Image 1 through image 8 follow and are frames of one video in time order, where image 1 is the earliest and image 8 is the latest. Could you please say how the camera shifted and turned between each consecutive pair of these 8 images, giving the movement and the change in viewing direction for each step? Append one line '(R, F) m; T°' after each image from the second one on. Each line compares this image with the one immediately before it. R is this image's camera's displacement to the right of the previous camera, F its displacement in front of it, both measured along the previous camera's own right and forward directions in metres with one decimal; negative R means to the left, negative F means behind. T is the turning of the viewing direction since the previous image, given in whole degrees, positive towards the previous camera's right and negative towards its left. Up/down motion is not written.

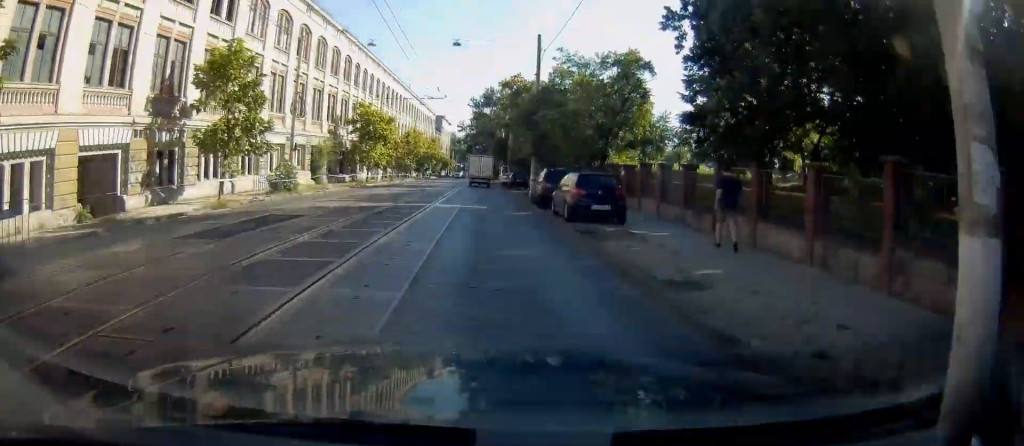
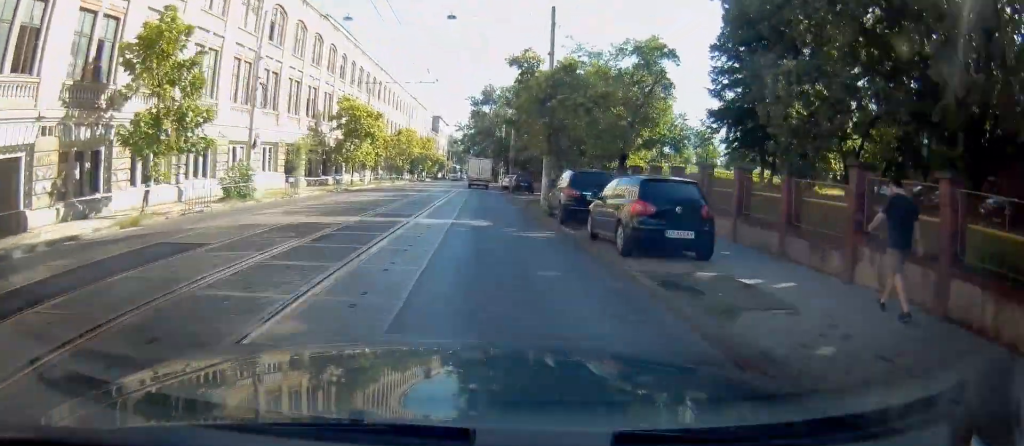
(+0.1, +6.5) m; +1°
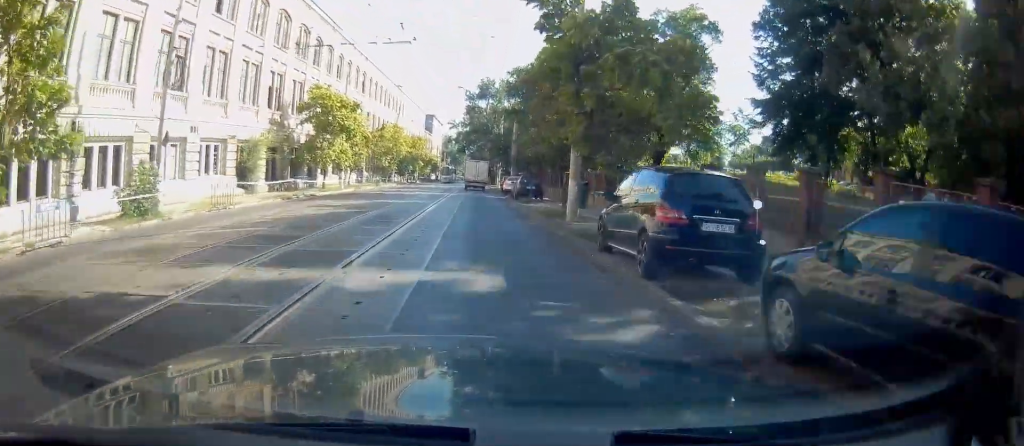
(0.0, +8.6) m; 0°
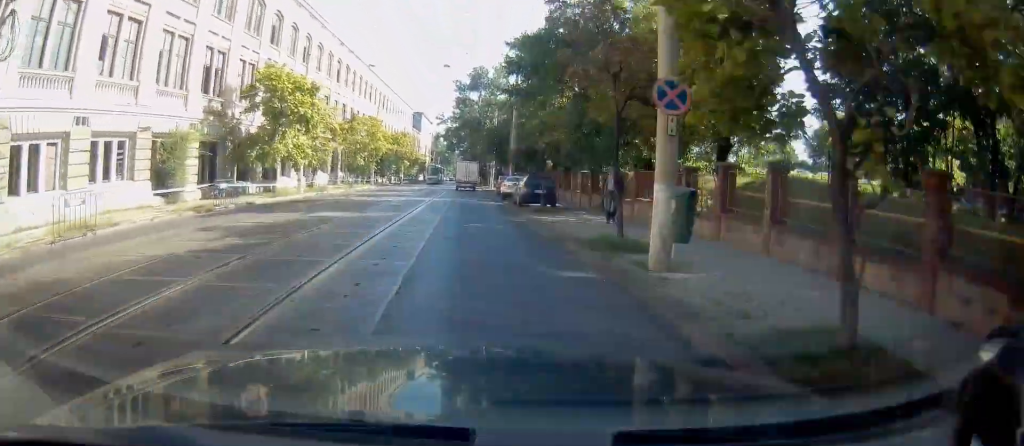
(0.0, +9.3) m; 0°
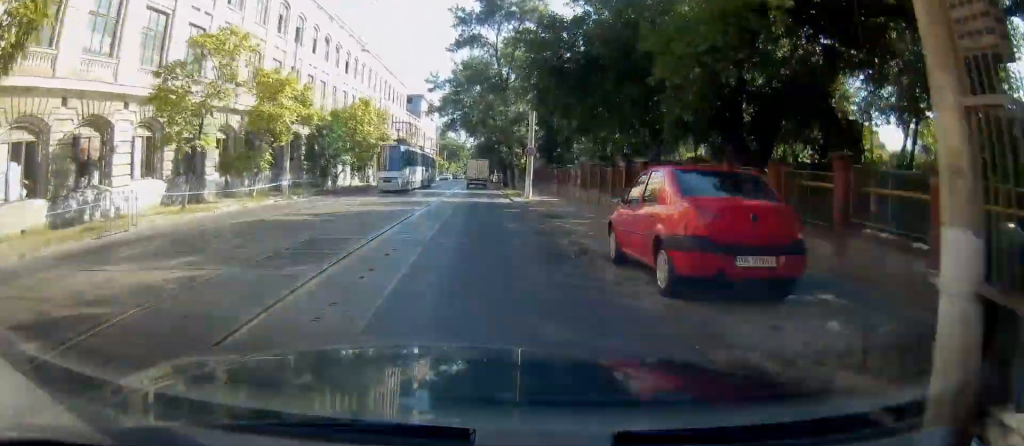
(-0.4, +34.9) m; -2°
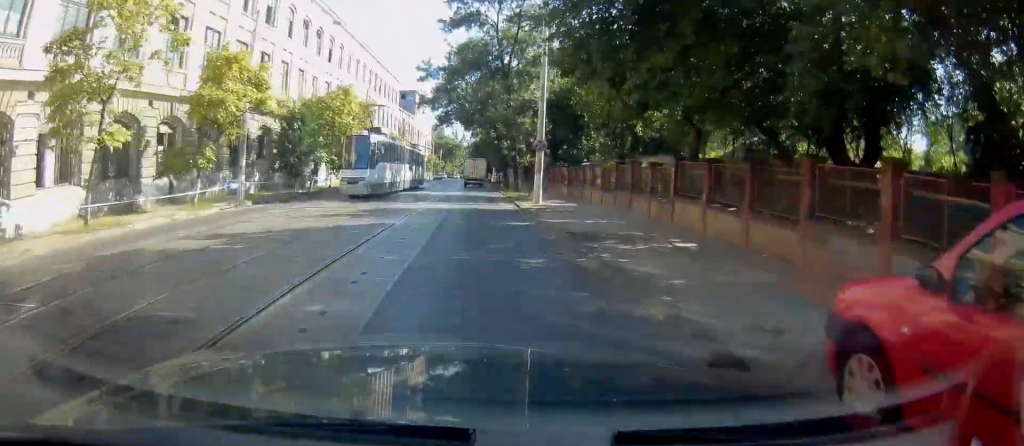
(+0.1, +6.4) m; 0°
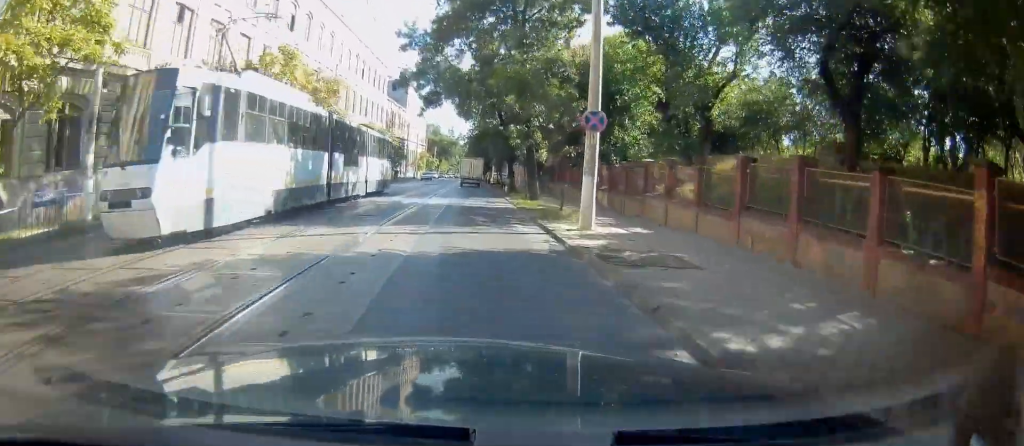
(-0.3, +12.4) m; 0°
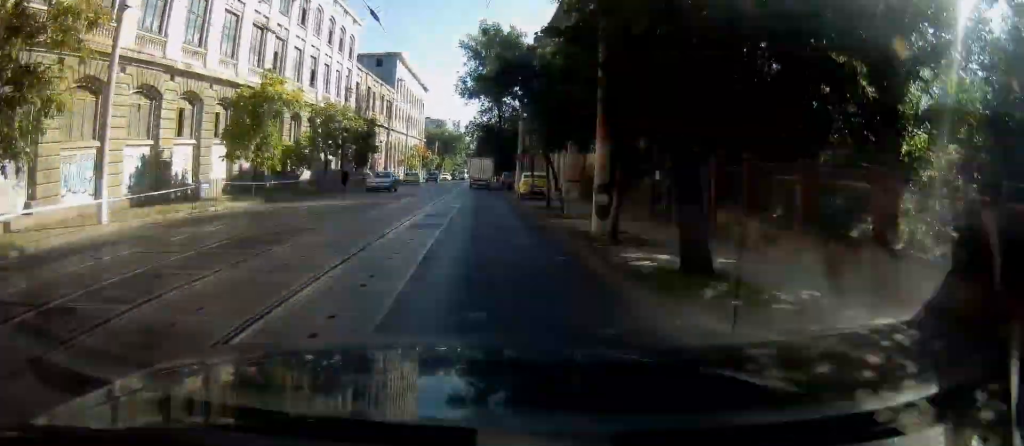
(+0.7, +29.6) m; +1°
